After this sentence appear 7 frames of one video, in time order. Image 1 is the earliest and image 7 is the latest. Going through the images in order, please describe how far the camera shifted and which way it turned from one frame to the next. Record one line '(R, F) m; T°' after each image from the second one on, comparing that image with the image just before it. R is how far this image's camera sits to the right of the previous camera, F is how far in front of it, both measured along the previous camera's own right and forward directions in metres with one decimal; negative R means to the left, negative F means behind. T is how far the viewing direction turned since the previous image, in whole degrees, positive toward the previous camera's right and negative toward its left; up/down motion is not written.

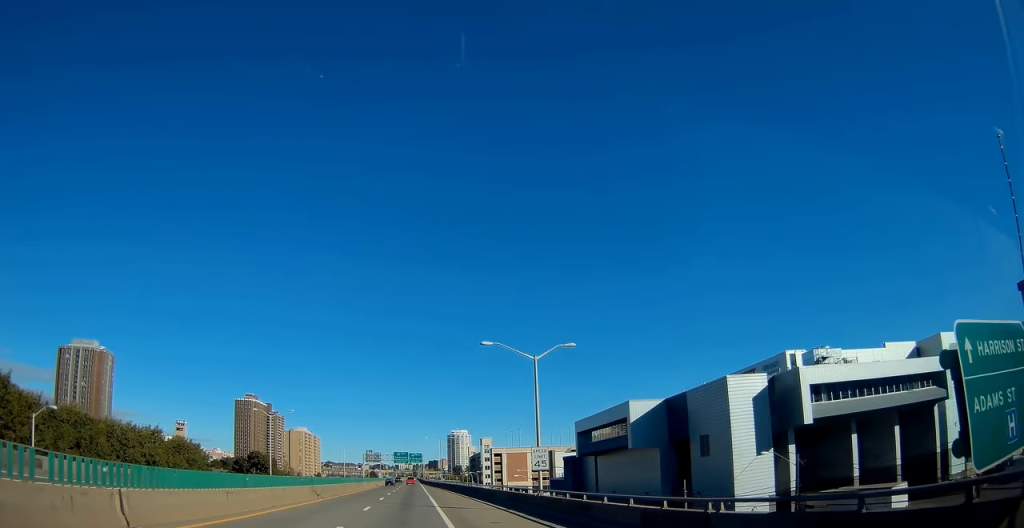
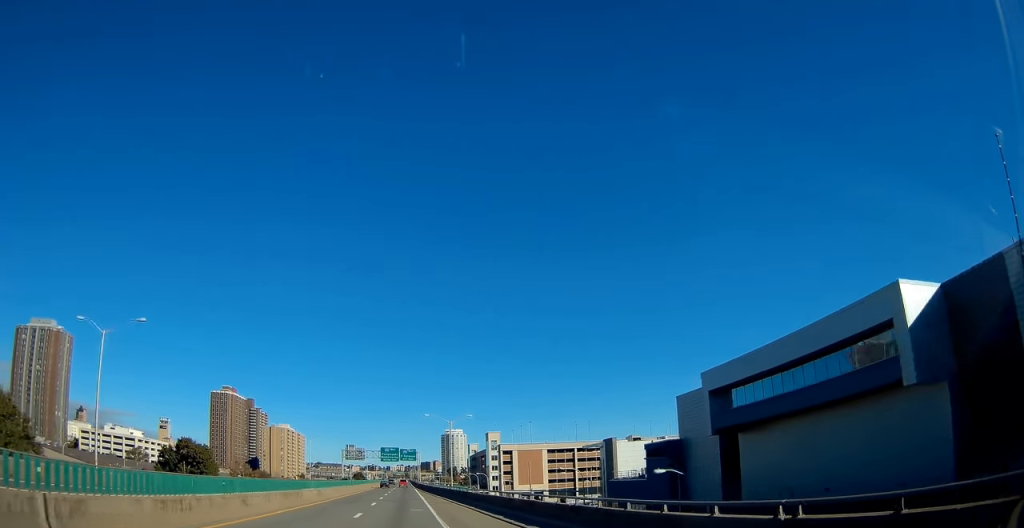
(+0.4, +39.2) m; +1°
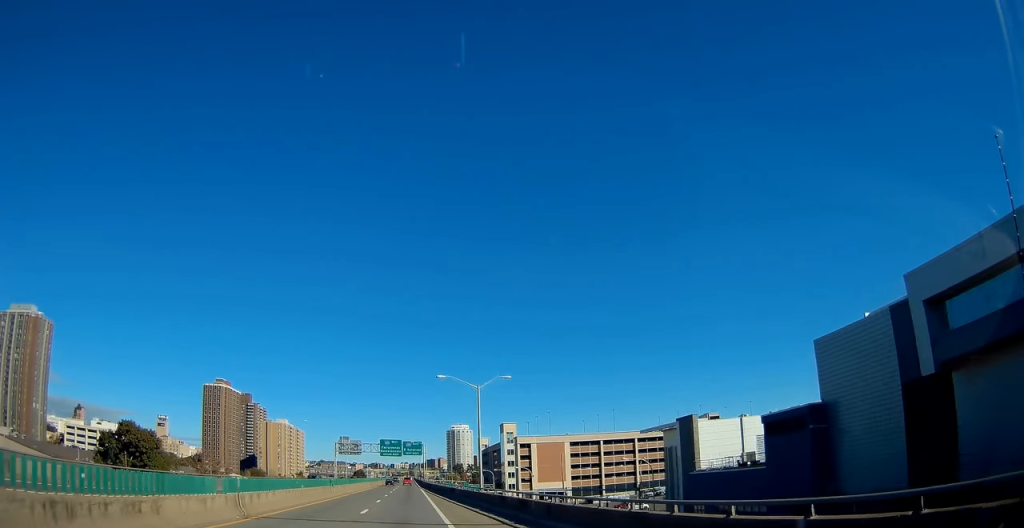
(+0.1, +22.1) m; 0°
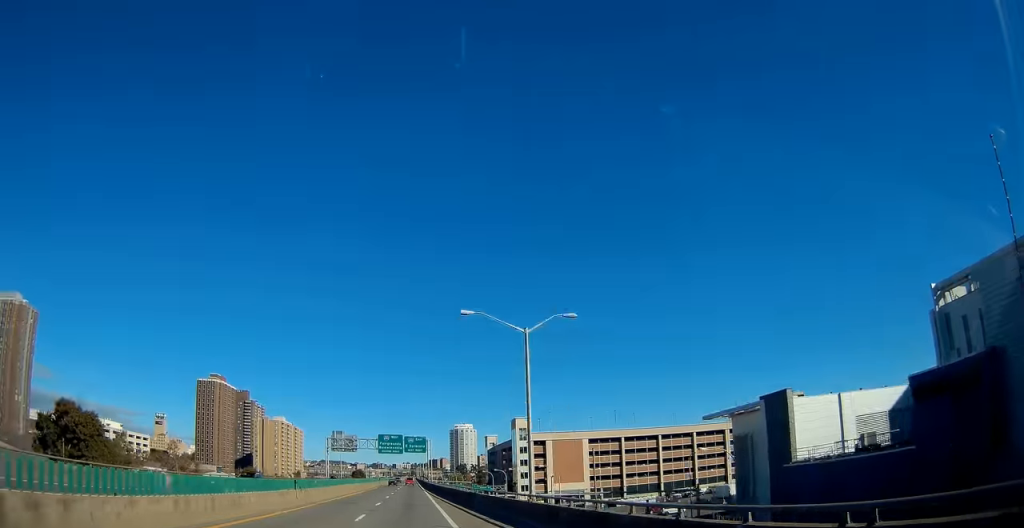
(0.0, +16.1) m; 0°
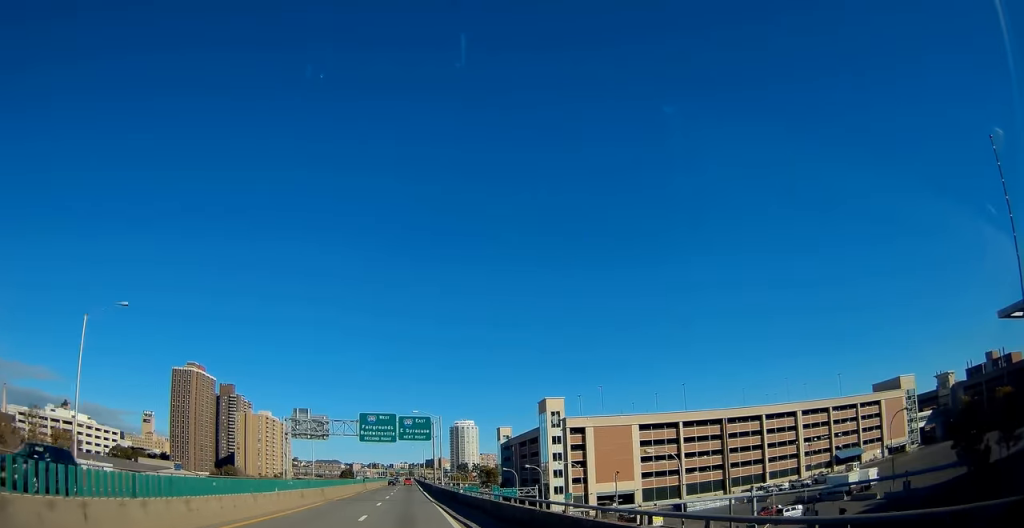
(-0.1, +37.2) m; 0°
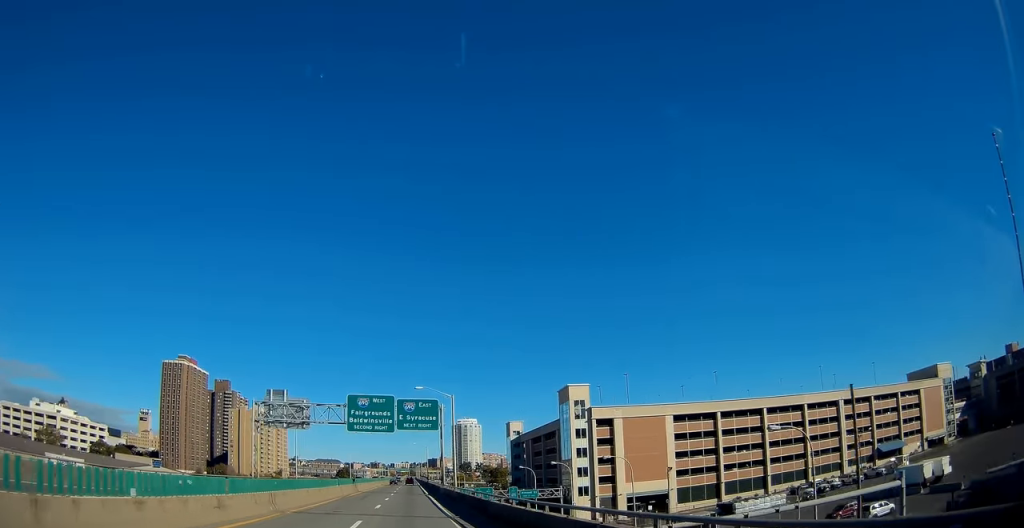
(+0.1, +16.0) m; 0°
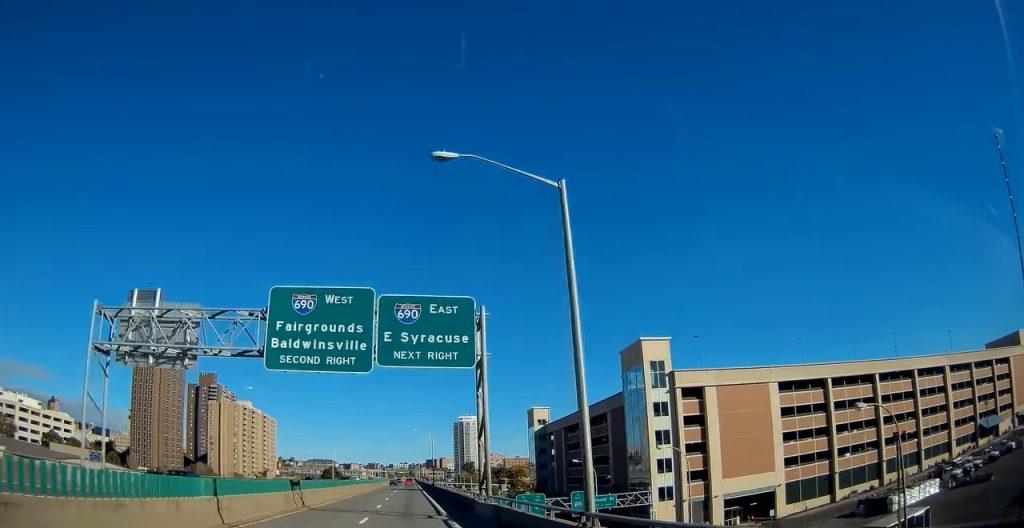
(-0.3, +33.0) m; -1°
